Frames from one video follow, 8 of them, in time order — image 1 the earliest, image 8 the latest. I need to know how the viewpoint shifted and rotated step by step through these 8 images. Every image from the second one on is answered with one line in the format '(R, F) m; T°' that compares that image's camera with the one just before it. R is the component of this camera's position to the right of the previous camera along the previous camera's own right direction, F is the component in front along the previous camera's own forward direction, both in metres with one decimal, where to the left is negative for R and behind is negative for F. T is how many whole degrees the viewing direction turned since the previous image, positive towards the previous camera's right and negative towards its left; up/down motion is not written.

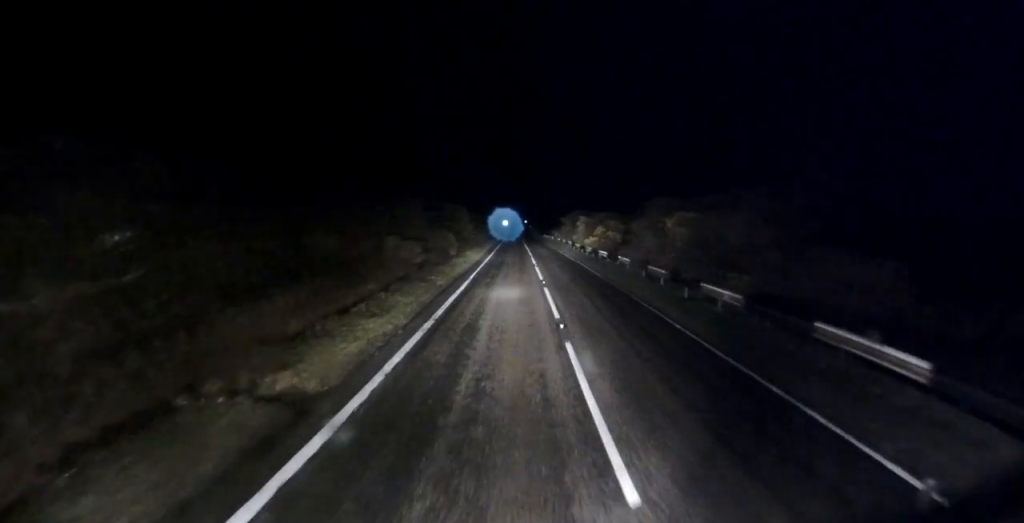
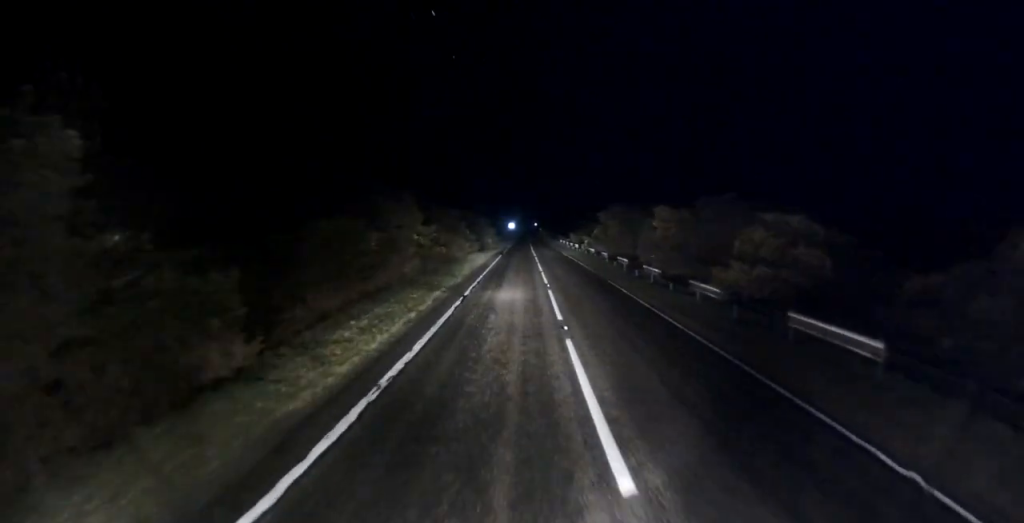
(0.0, +26.4) m; 0°
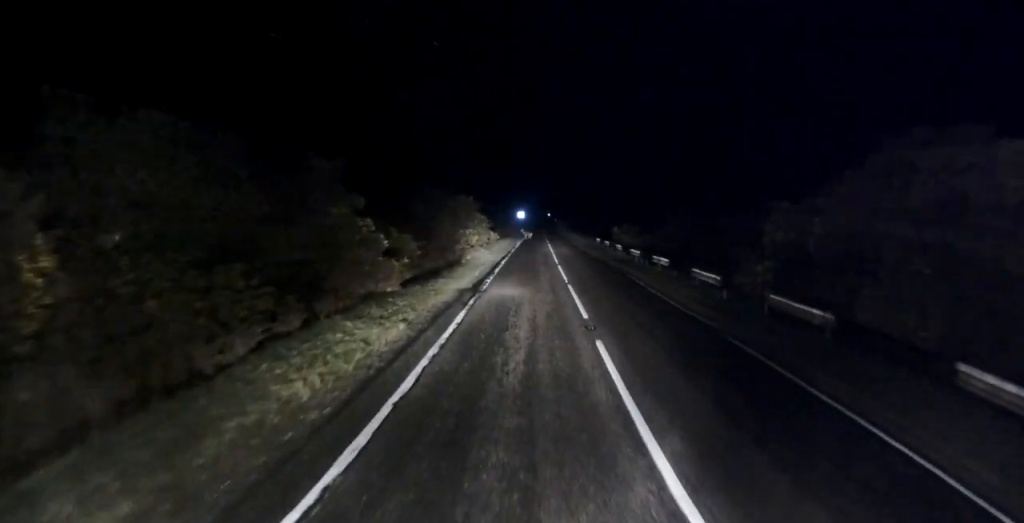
(-0.4, +33.7) m; -2°
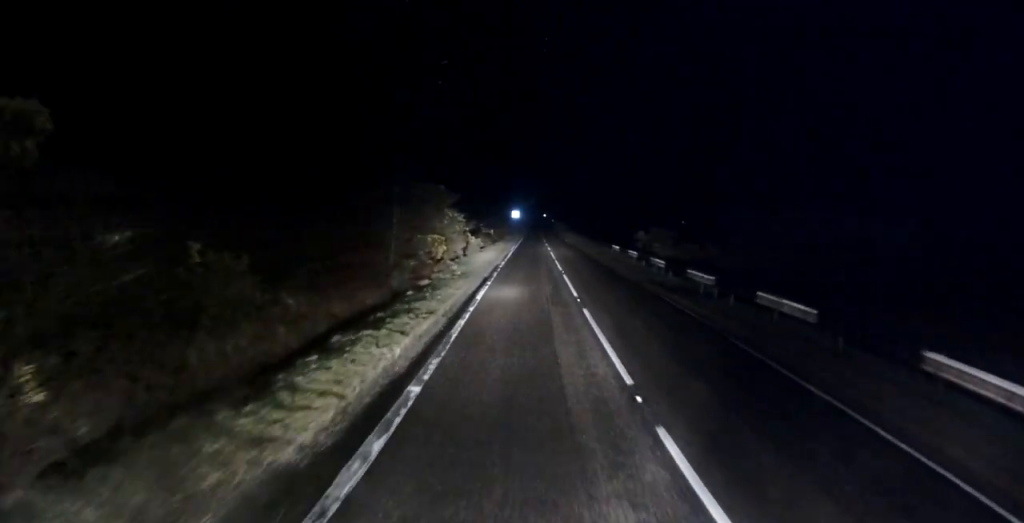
(-0.1, +13.7) m; 0°
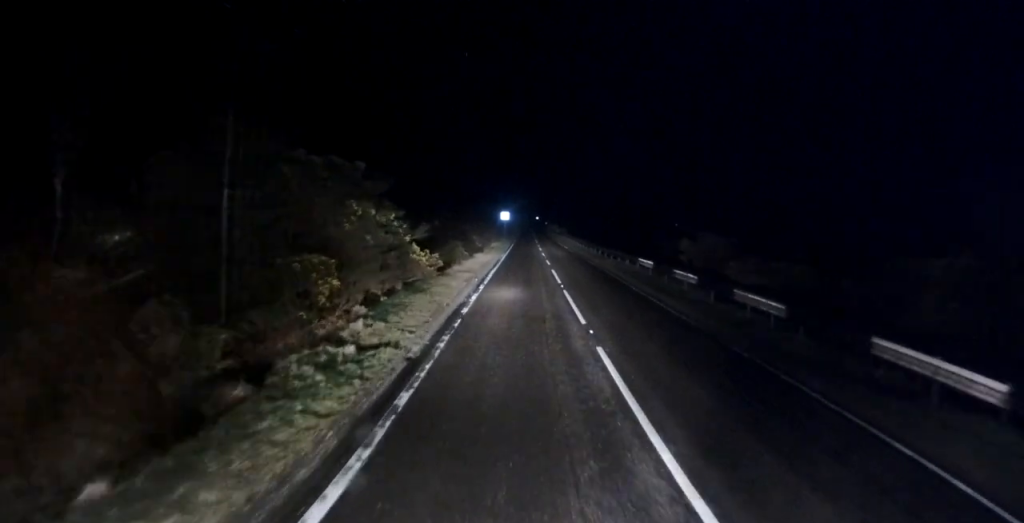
(0.0, +13.2) m; +1°
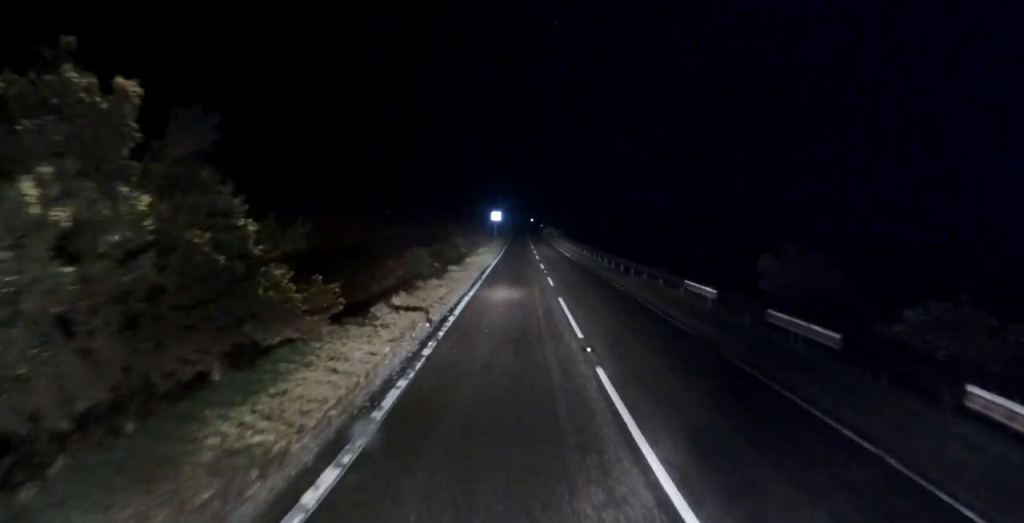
(+0.1, +10.5) m; +1°
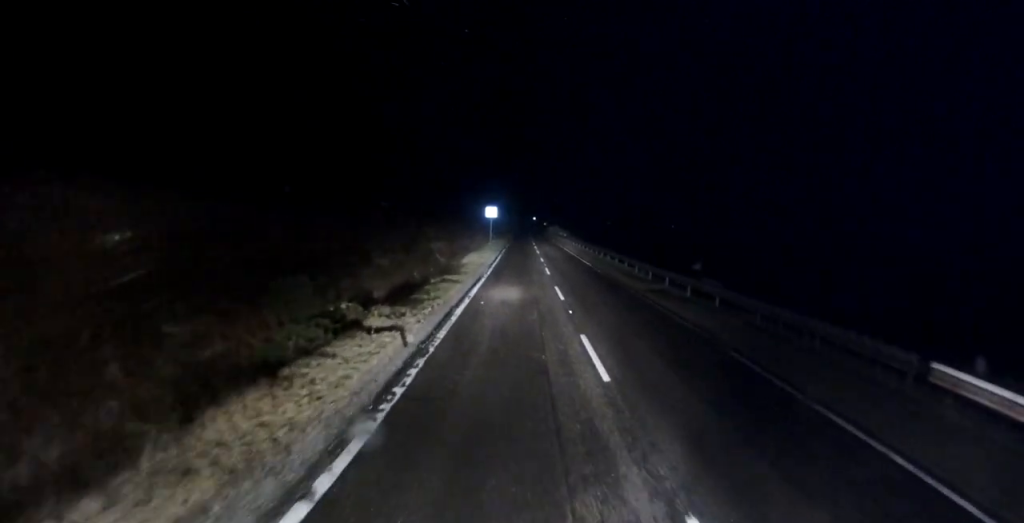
(+0.3, +13.2) m; 0°
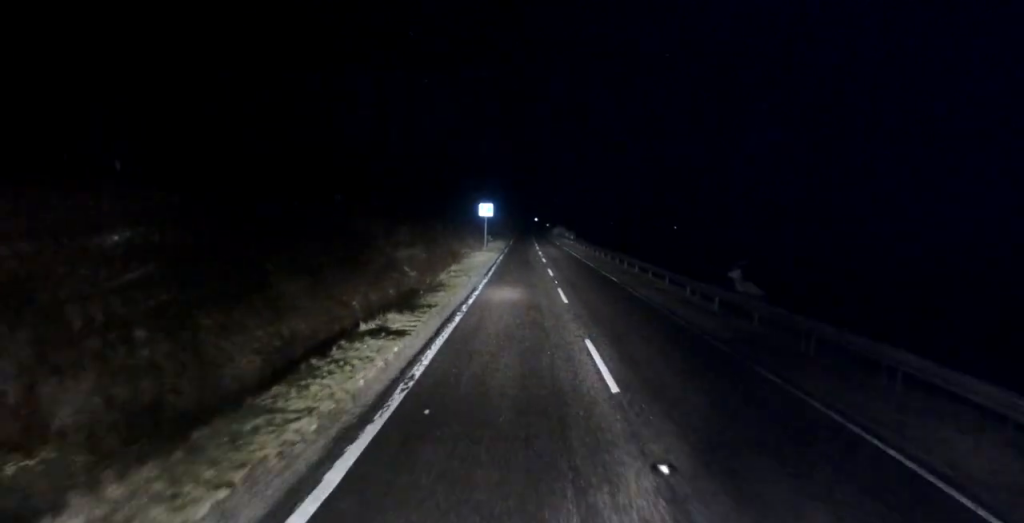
(-0.1, +9.2) m; -1°
